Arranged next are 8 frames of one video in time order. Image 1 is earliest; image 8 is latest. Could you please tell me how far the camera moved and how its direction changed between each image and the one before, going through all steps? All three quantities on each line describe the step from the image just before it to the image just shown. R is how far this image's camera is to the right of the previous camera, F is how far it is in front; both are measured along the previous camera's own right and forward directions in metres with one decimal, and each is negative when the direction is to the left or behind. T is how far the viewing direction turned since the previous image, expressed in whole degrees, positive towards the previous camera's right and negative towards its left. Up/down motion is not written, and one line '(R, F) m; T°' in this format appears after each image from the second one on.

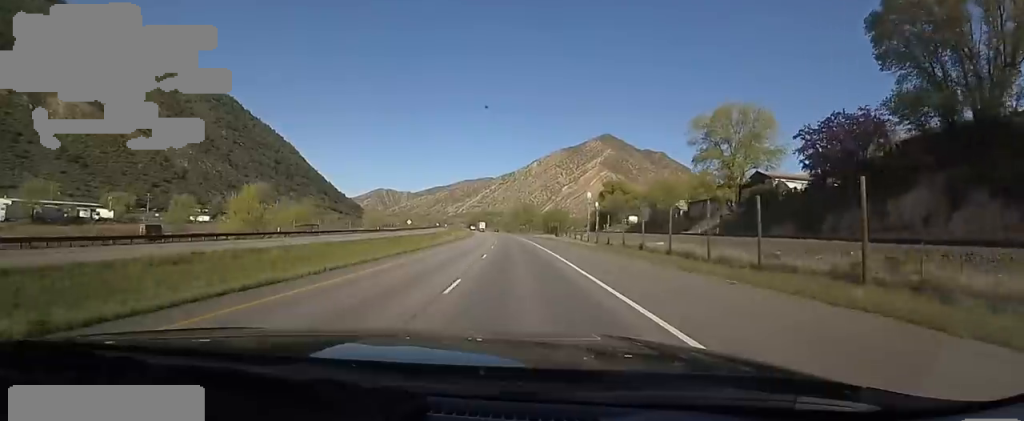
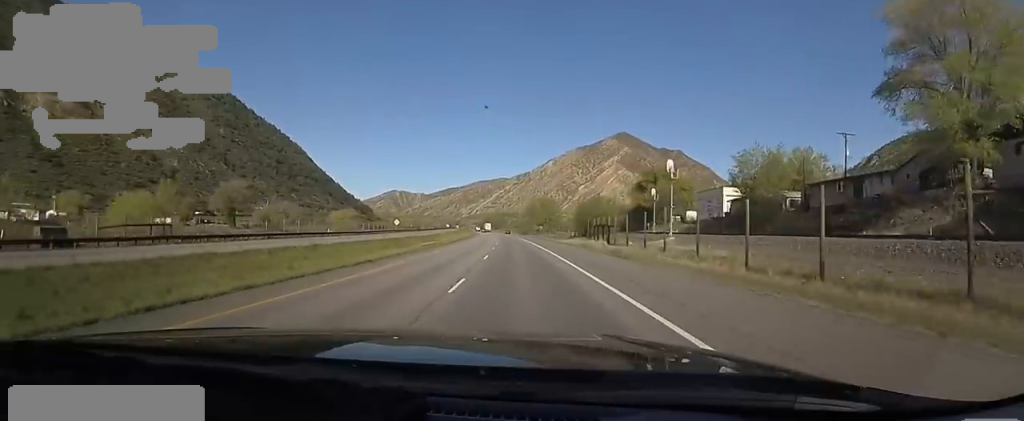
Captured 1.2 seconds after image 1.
(-0.7, +36.2) m; -3°
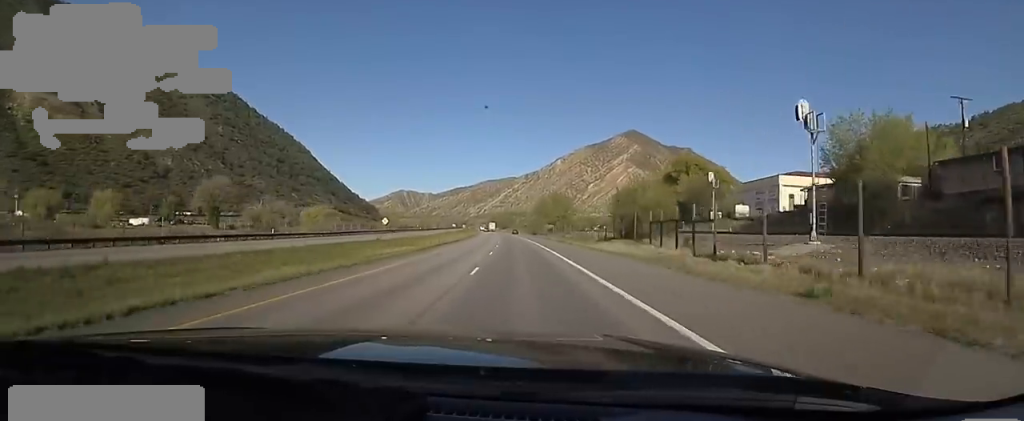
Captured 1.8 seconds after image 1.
(-1.0, +19.6) m; 0°
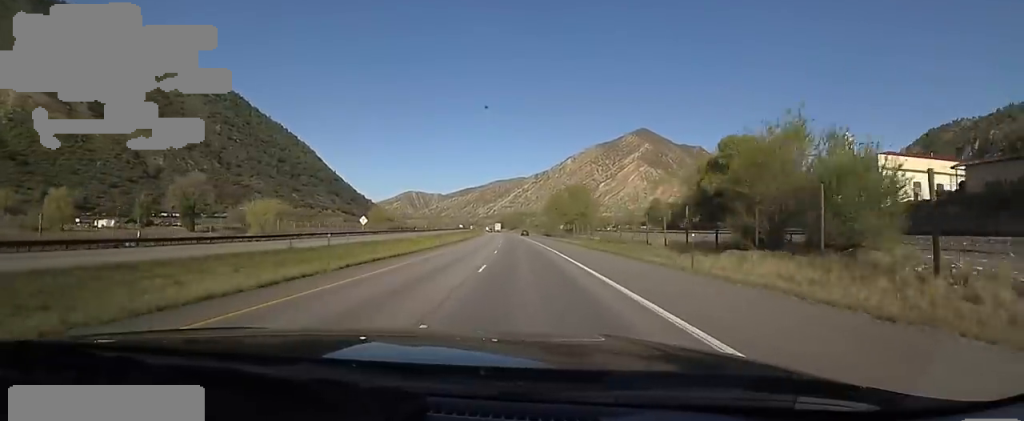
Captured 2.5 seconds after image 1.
(+0.9, +22.8) m; -2°
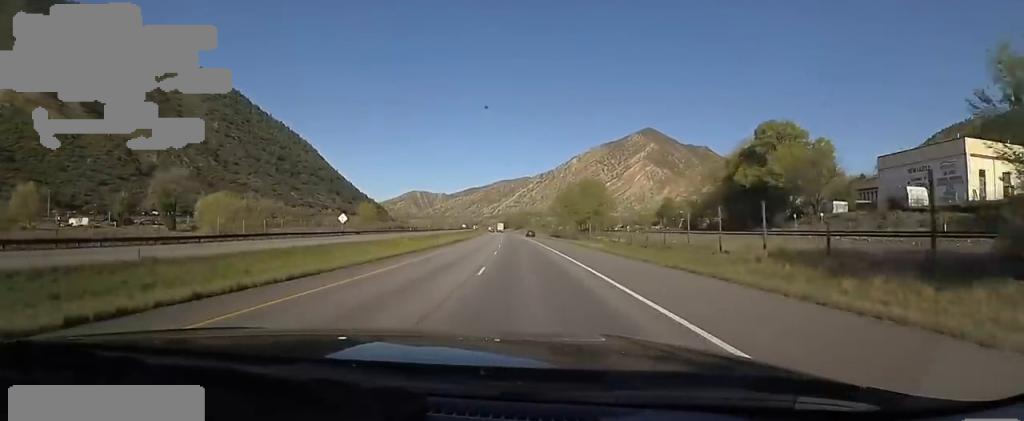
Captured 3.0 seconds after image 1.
(+0.6, +13.5) m; -1°
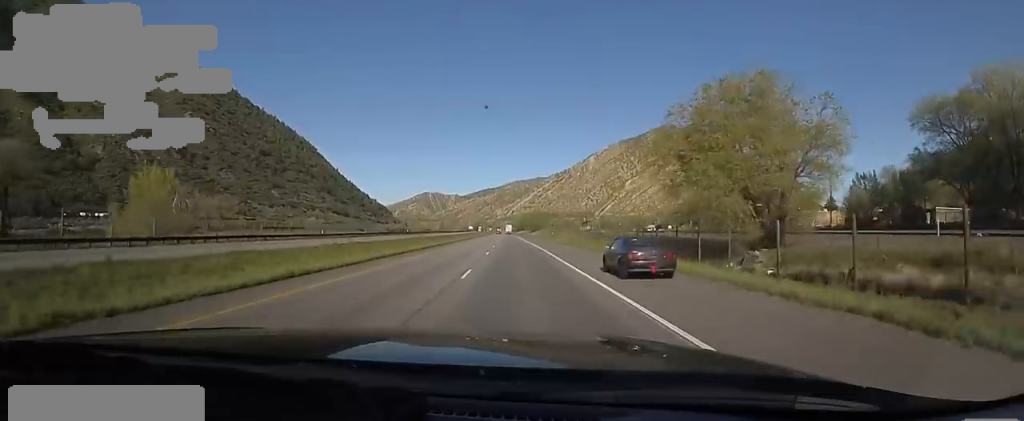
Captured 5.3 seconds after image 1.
(-2.5, +71.6) m; 0°
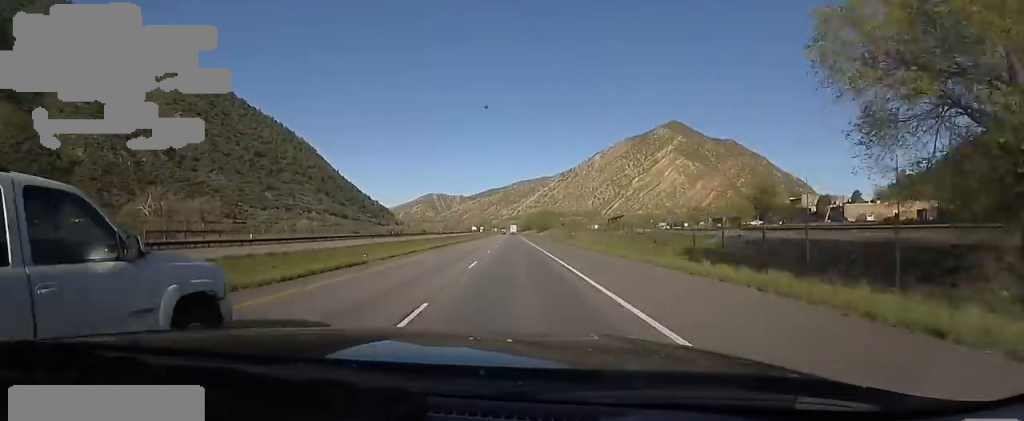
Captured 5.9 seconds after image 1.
(0.0, +20.8) m; 0°
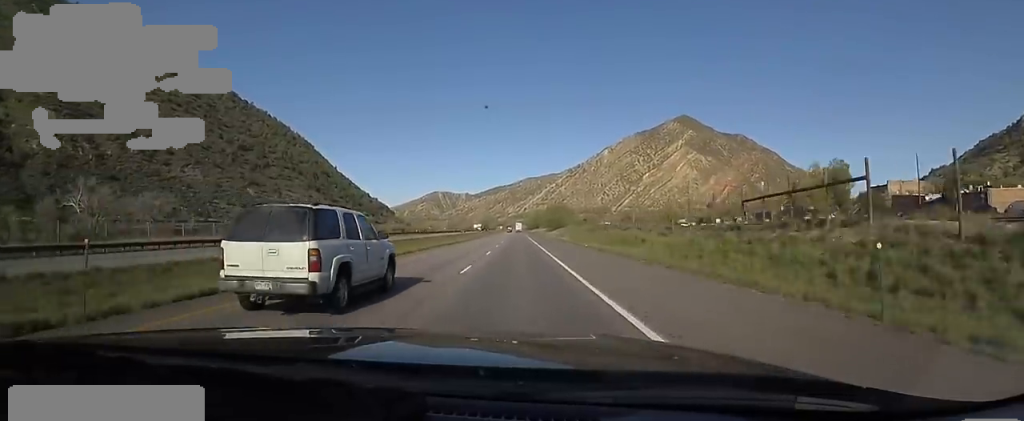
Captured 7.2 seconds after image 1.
(-0.9, +39.6) m; -4°
